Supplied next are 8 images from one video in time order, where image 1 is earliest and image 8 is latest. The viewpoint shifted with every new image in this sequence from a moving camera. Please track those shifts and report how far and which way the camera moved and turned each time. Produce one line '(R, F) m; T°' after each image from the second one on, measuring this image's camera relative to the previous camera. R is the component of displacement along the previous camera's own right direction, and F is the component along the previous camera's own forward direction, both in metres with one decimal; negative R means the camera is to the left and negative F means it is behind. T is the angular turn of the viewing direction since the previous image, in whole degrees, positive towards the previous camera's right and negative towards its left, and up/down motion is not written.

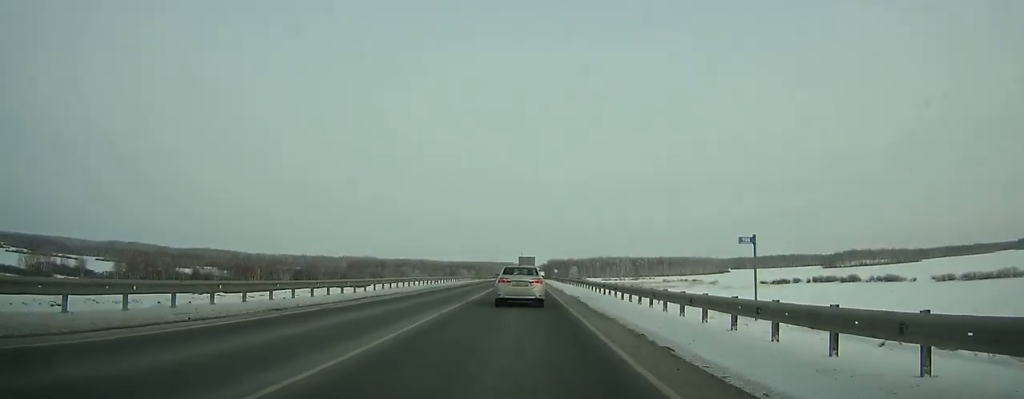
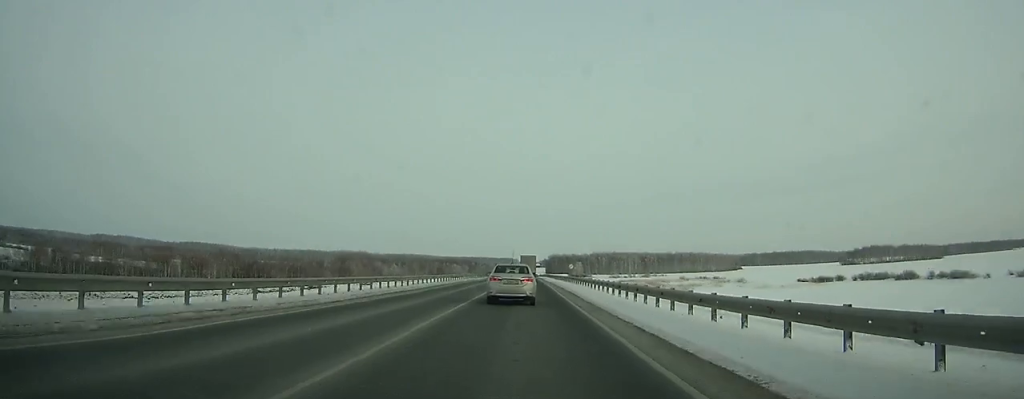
(0.0, +44.9) m; 0°
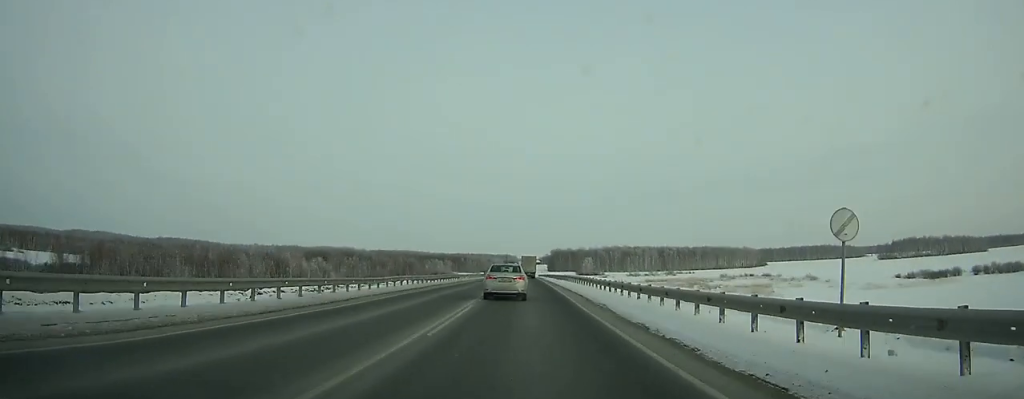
(0.0, +77.6) m; 0°
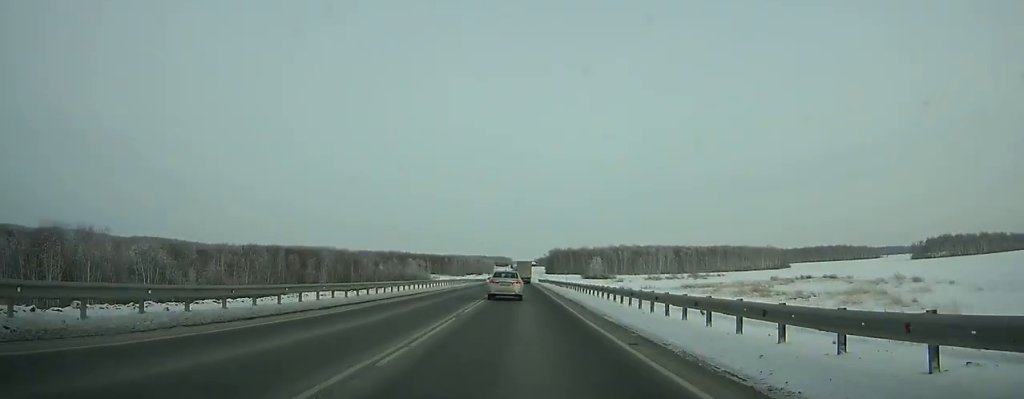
(+0.1, +63.4) m; 0°
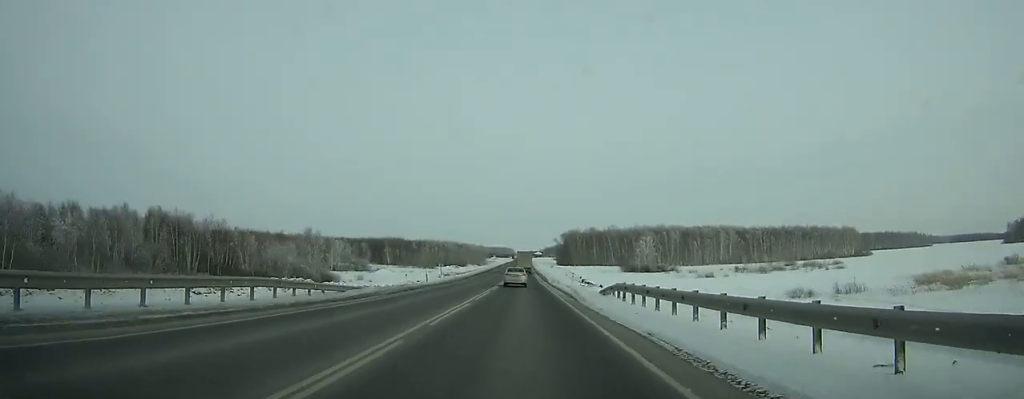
(+0.3, +116.4) m; 0°
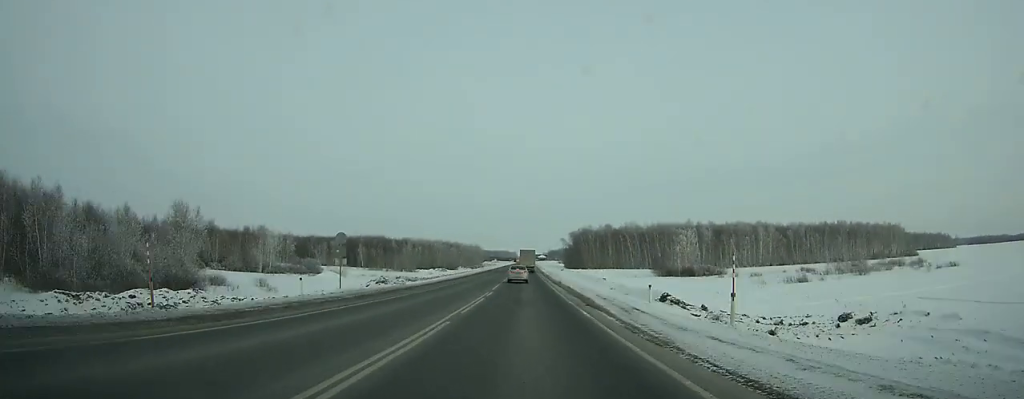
(-0.3, +43.2) m; 0°
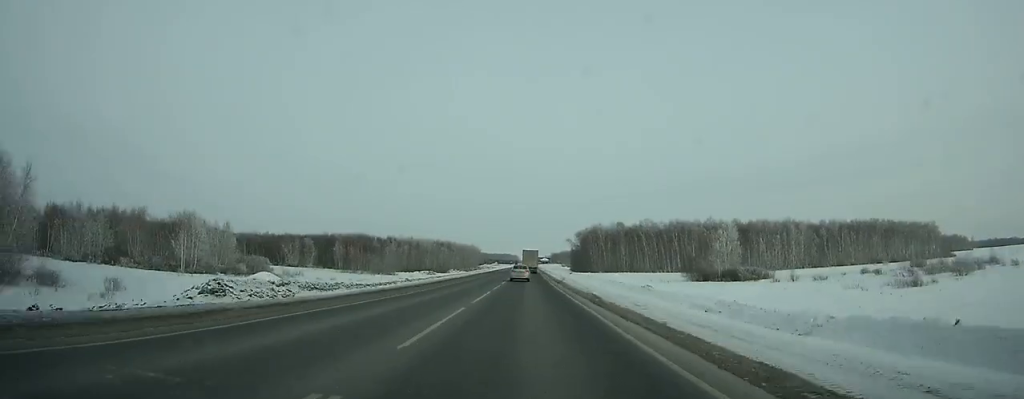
(0.0, +28.1) m; 0°
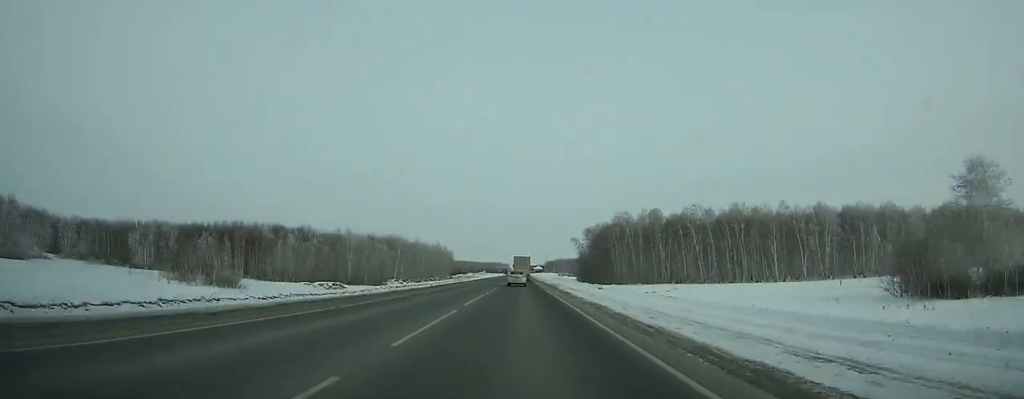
(+0.2, +71.4) m; 0°
